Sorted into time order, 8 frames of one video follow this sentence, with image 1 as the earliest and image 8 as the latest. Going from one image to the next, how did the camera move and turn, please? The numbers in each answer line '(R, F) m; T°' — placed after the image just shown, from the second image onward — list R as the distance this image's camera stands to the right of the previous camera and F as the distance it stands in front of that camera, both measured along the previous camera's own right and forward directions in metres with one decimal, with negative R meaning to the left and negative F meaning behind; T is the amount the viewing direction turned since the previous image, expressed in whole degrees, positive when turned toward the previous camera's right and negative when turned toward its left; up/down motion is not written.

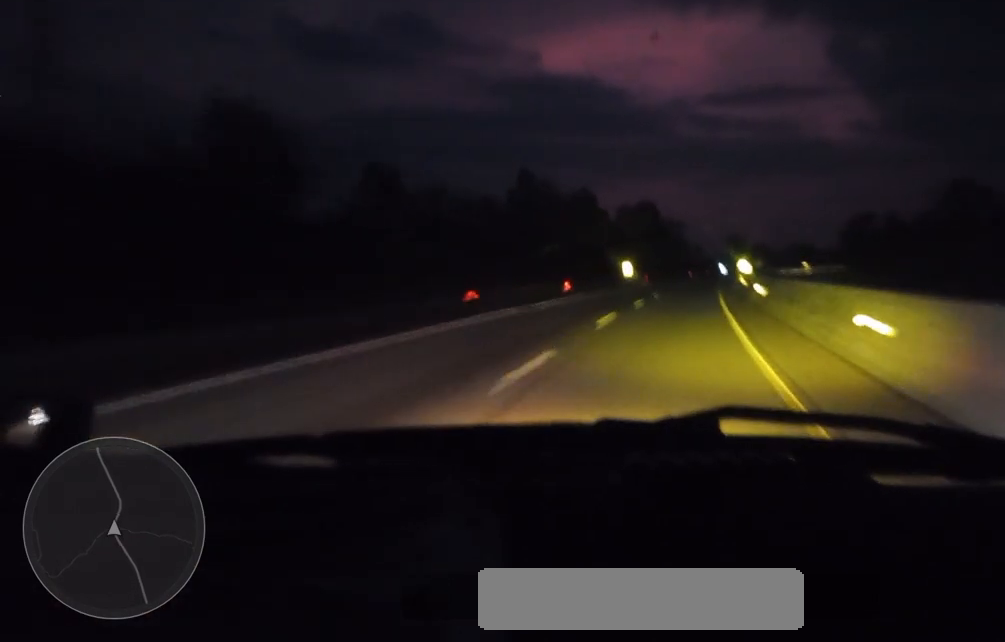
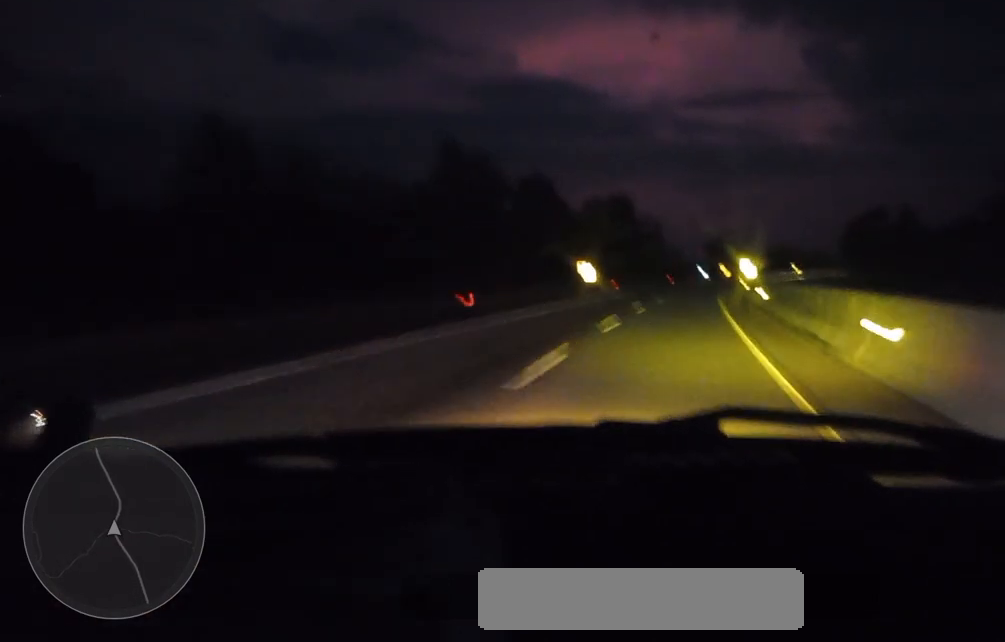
(+0.7, +26.8) m; 0°
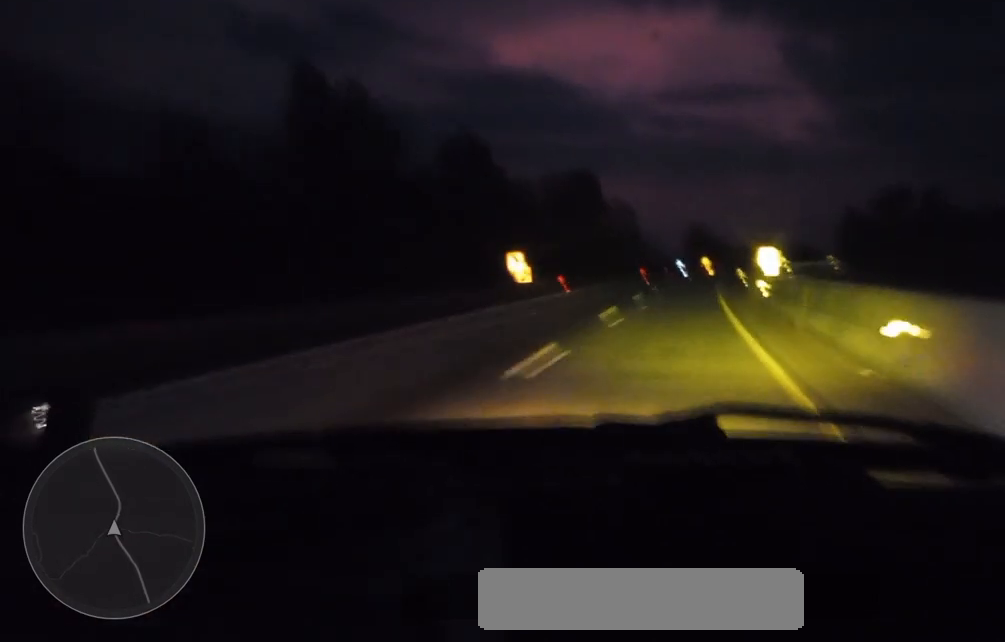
(-0.4, +25.1) m; 0°
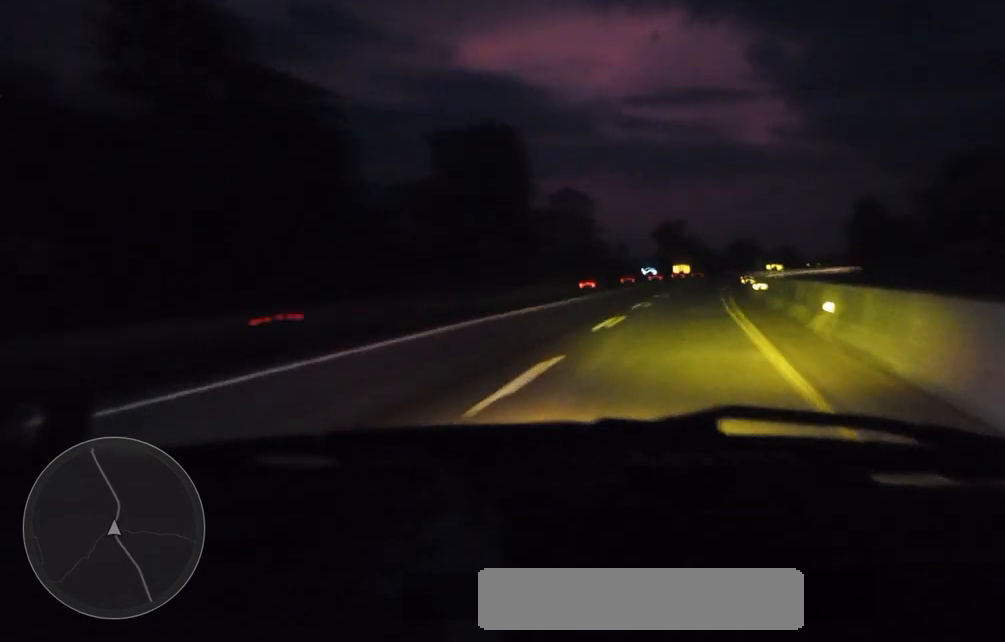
(+0.6, +42.1) m; +2°
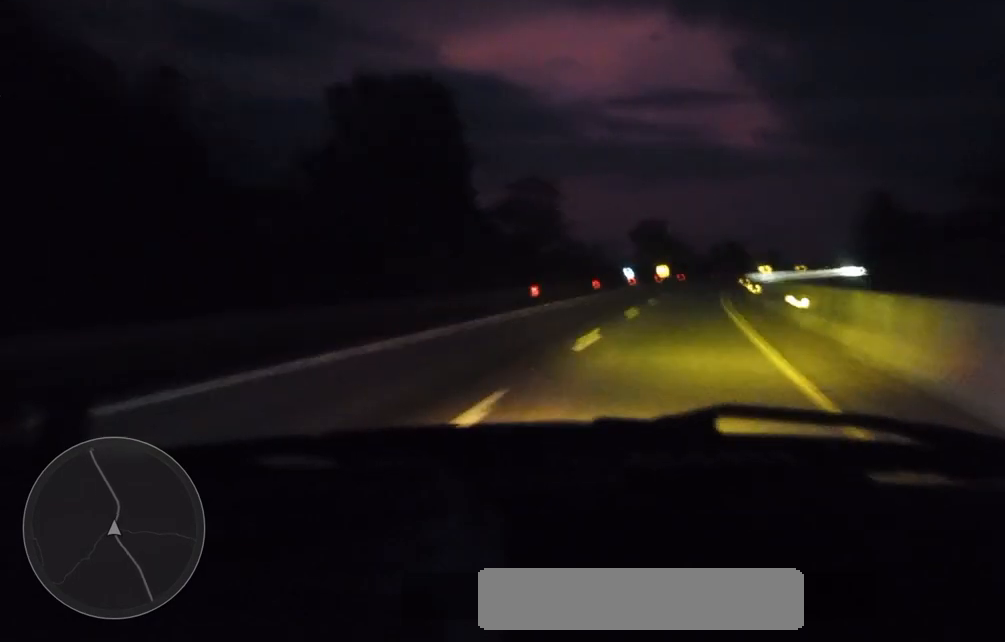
(0.0, +18.8) m; +1°
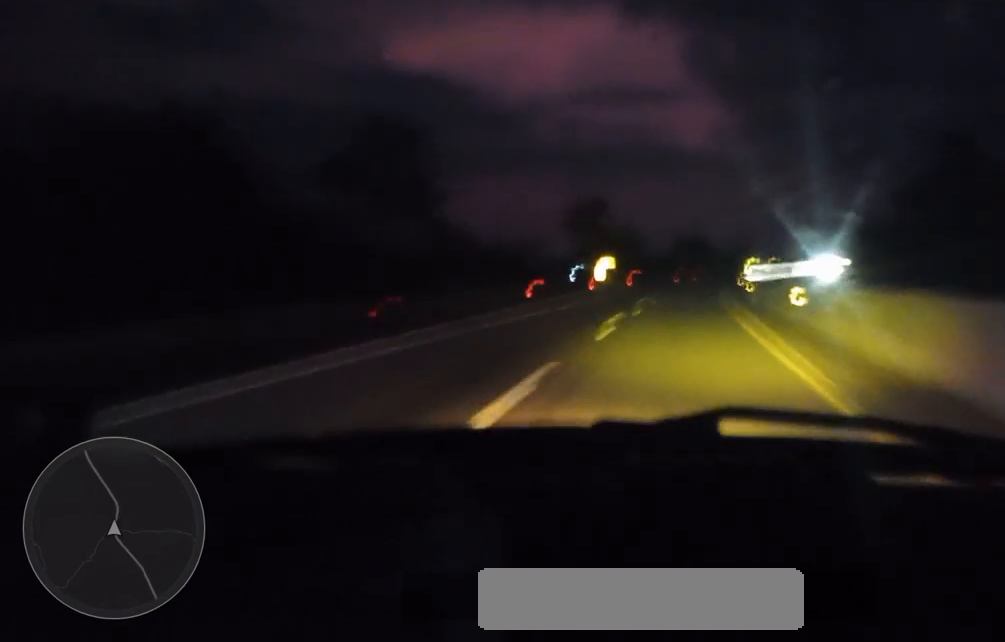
(+1.8, +49.3) m; +3°
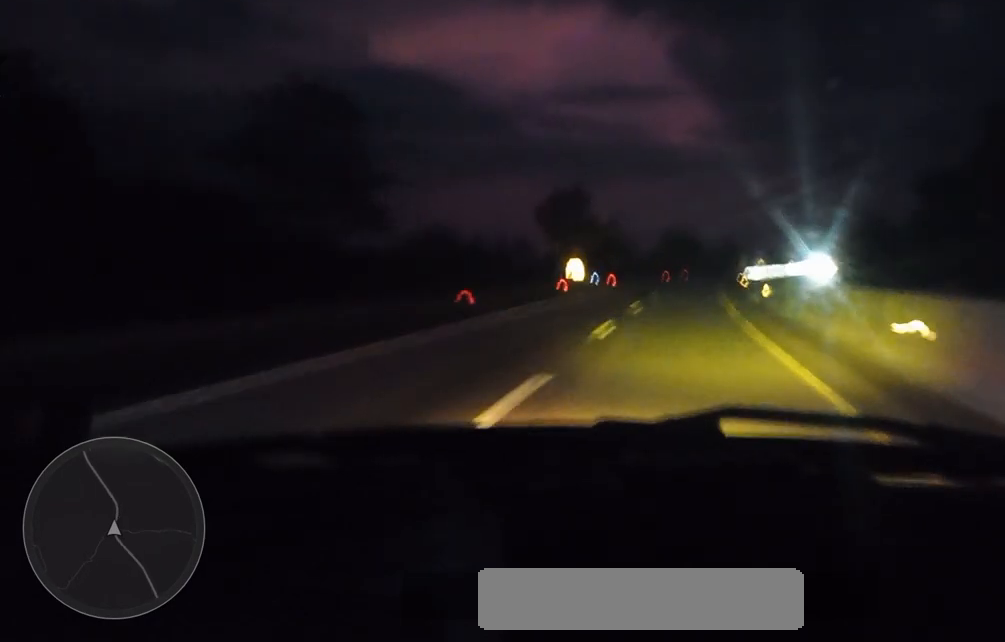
(+0.1, +15.3) m; 0°
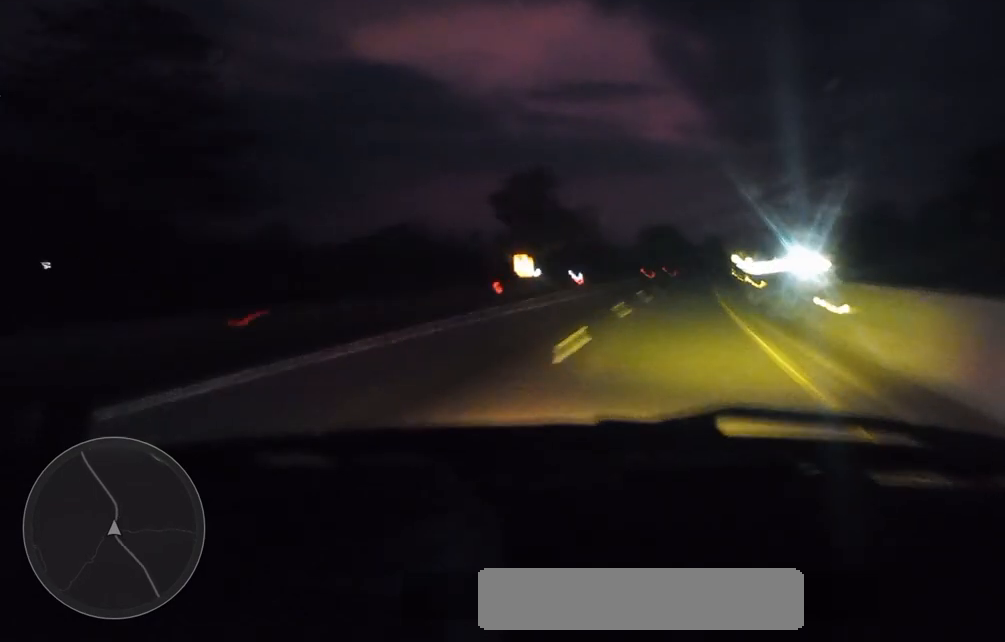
(0.0, +20.7) m; +1°
